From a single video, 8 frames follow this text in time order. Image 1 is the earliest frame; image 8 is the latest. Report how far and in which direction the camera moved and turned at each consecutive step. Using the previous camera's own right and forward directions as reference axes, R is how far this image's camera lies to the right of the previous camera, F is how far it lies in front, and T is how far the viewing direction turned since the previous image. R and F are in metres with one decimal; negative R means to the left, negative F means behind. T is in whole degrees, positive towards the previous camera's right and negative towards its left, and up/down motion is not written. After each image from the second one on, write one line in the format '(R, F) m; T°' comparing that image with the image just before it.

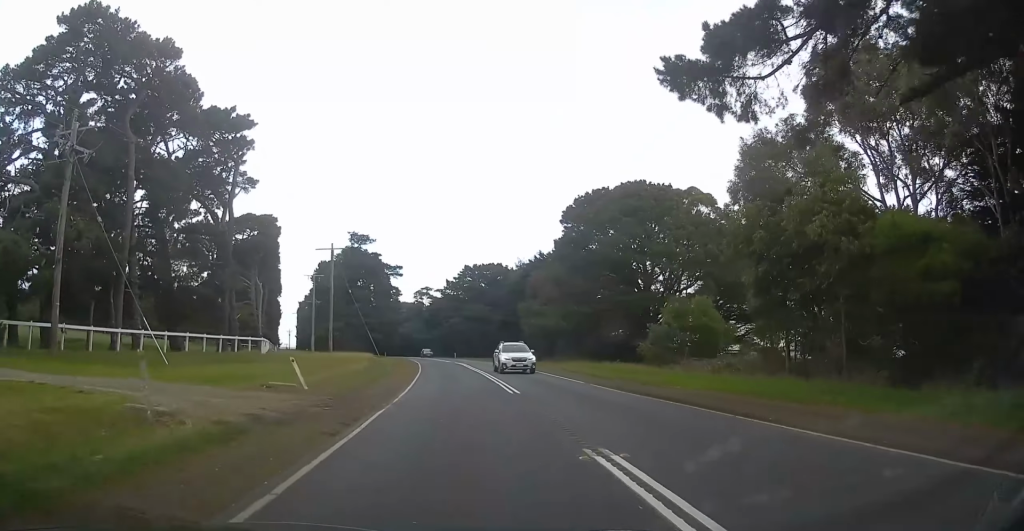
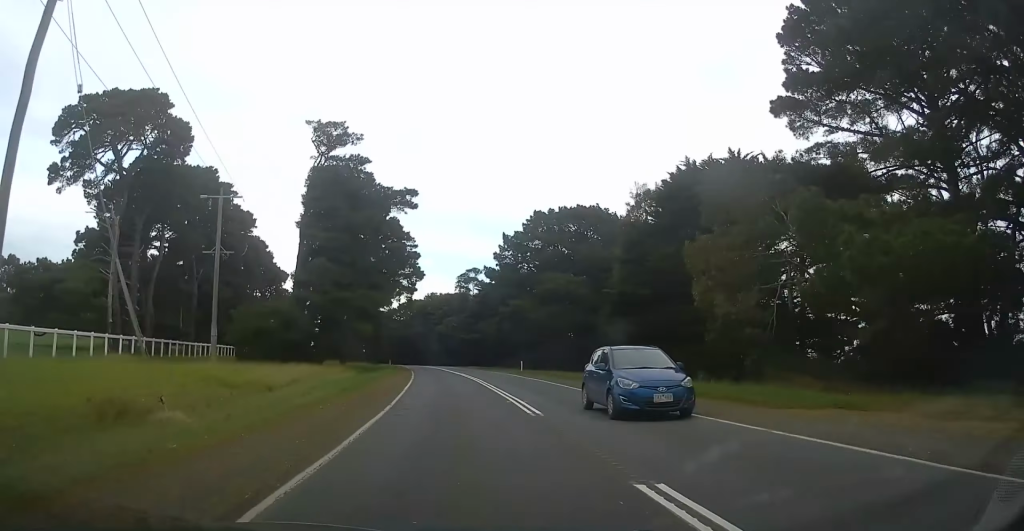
(-2.4, +50.3) m; -5°
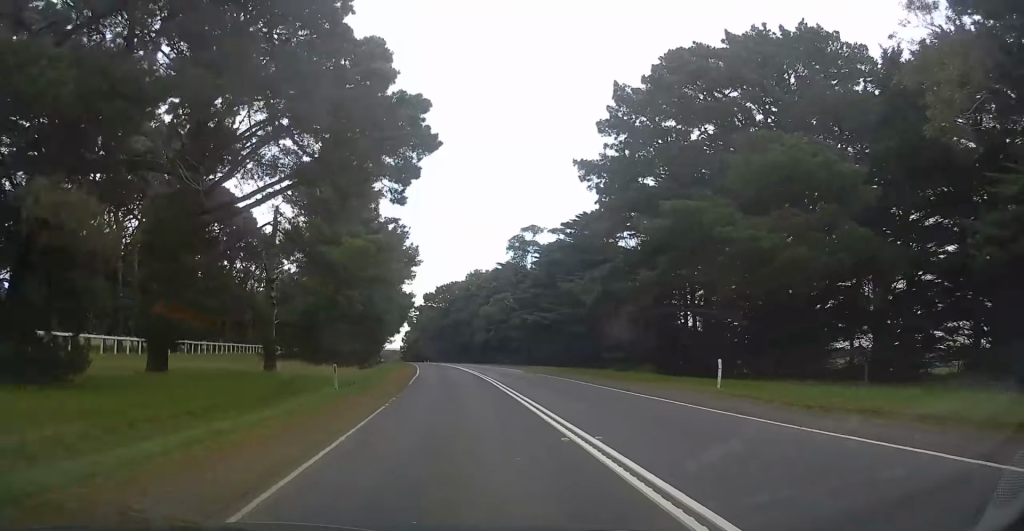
(-0.8, +38.3) m; -3°
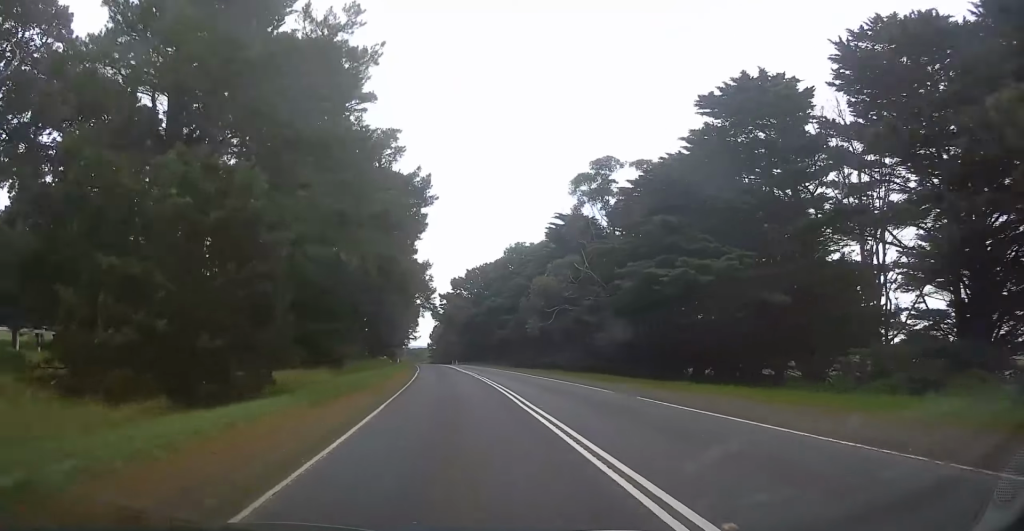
(-1.2, +32.6) m; -5°
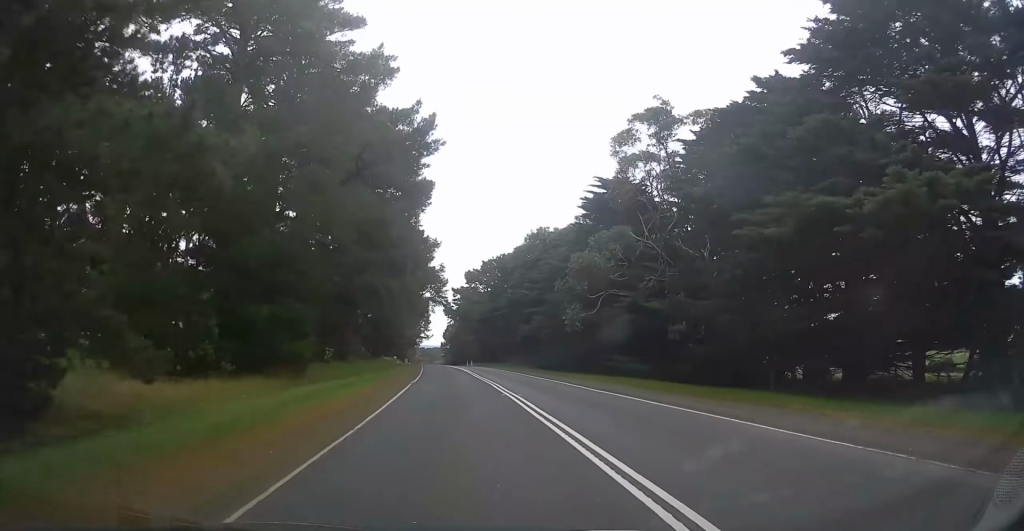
(-0.3, +13.3) m; -1°
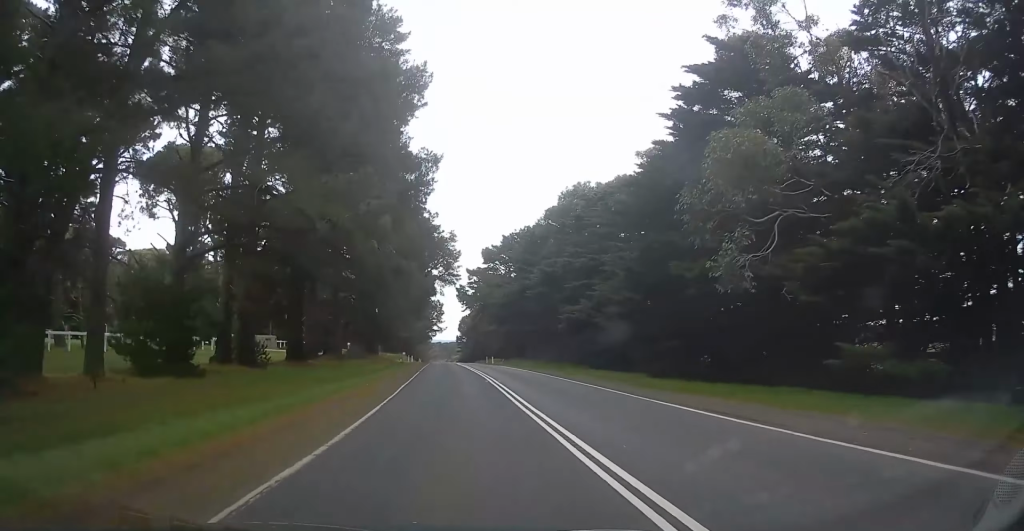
(-0.4, +22.8) m; -1°
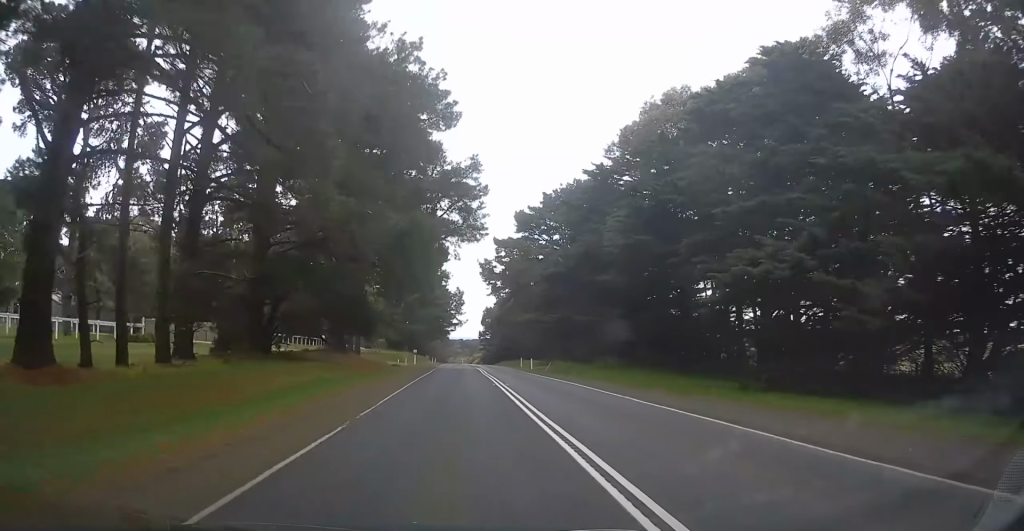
(0.0, +27.8) m; 0°
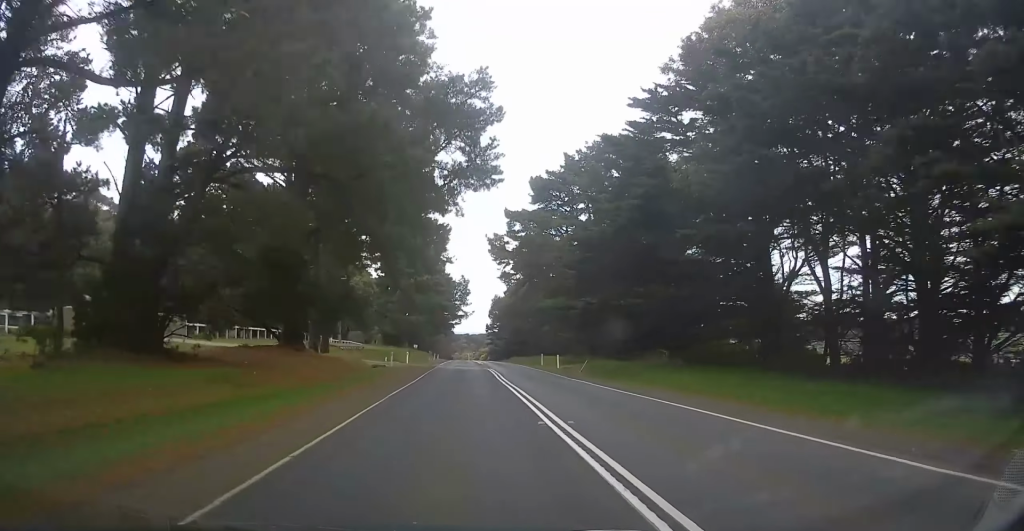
(0.0, +14.3) m; -1°
